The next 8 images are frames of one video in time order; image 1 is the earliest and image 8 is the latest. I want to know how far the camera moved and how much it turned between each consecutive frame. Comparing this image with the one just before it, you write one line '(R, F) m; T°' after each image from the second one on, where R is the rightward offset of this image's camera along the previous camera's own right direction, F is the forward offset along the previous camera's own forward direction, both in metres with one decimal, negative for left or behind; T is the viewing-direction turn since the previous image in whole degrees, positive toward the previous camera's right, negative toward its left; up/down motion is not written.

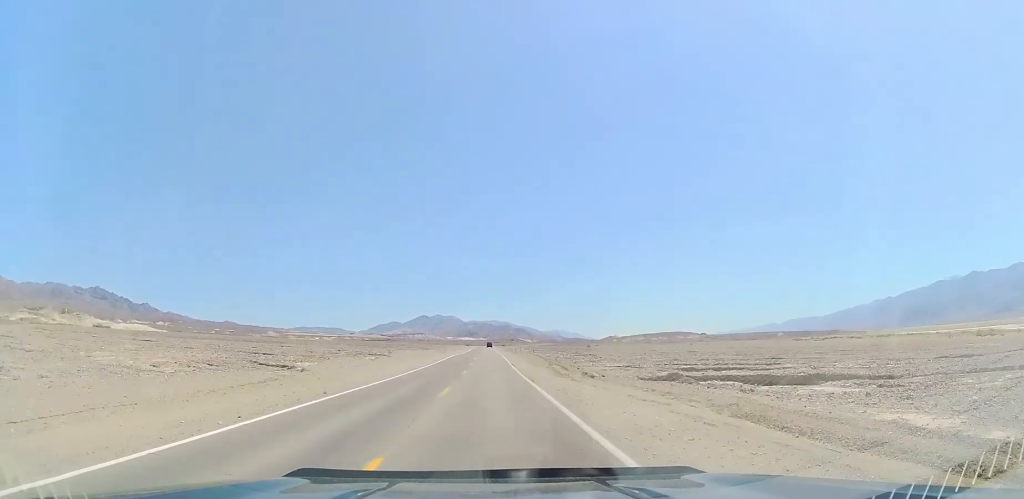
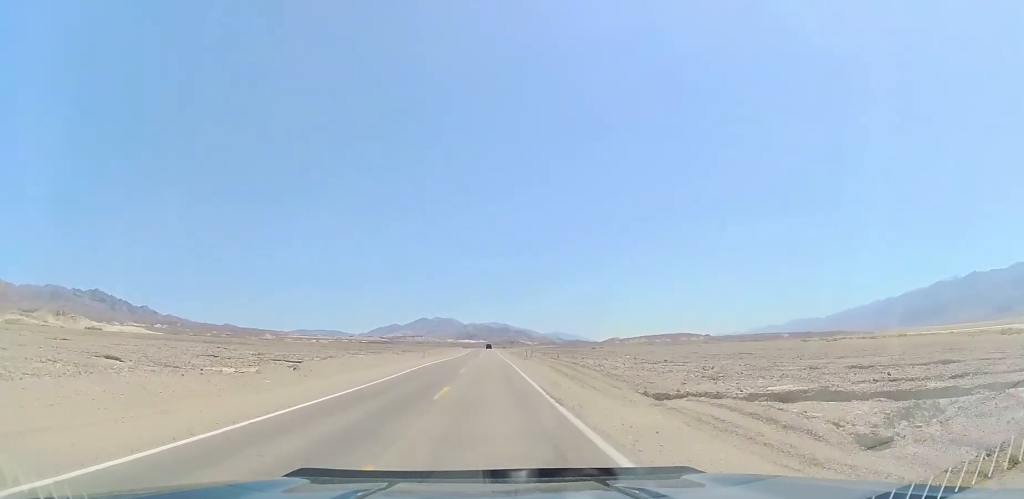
(+0.1, +30.0) m; 0°
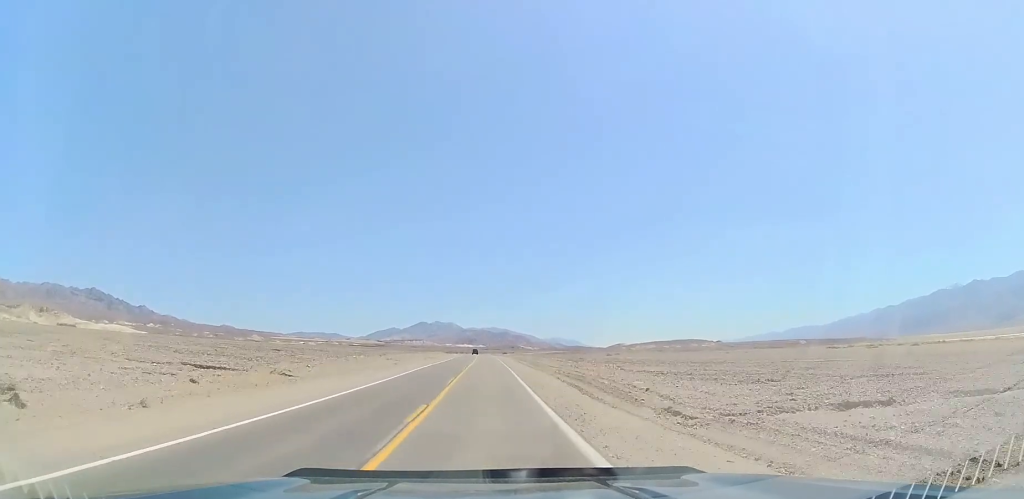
(-0.3, +92.3) m; 0°
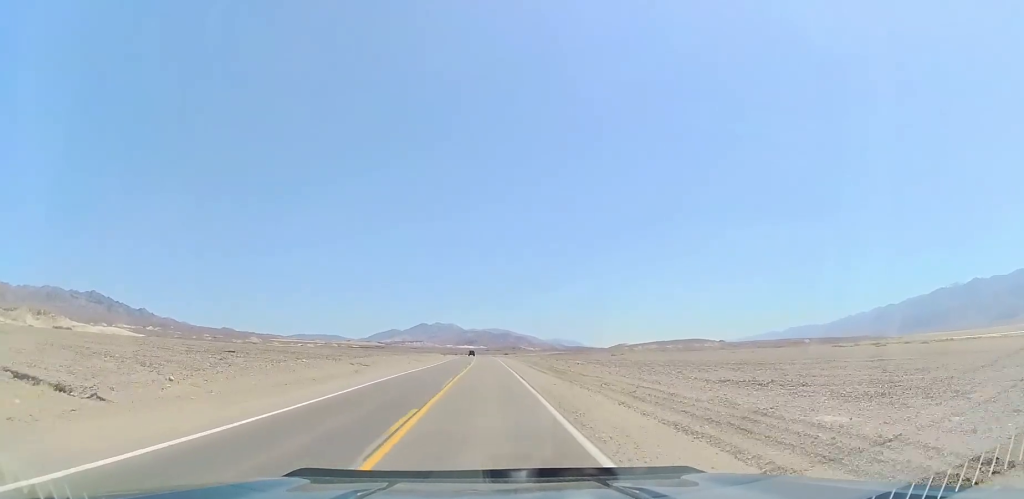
(0.0, +16.3) m; 0°
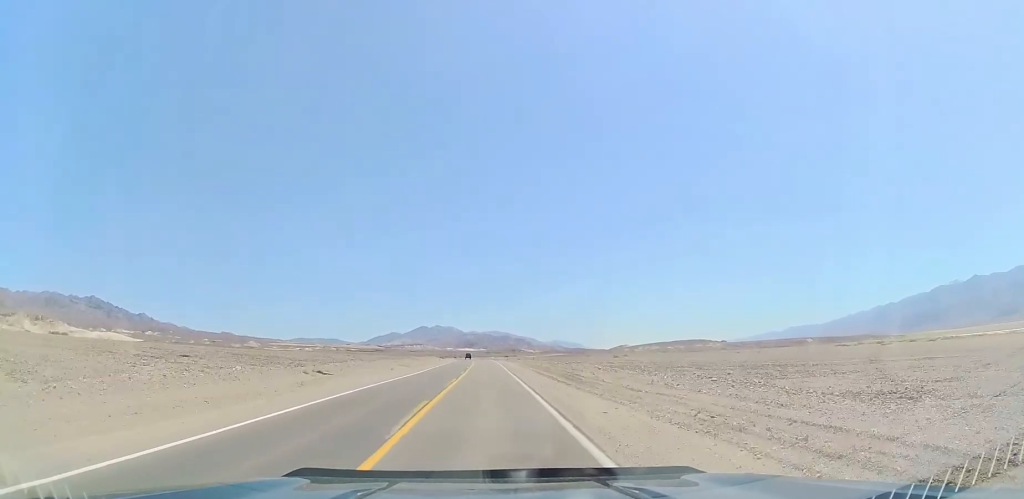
(+0.1, +11.5) m; 0°
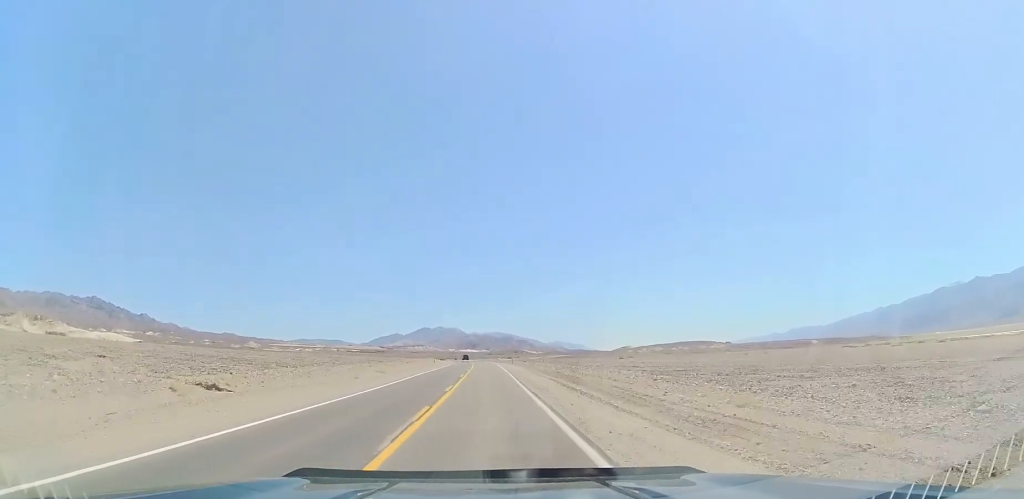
(+0.1, +15.4) m; 0°
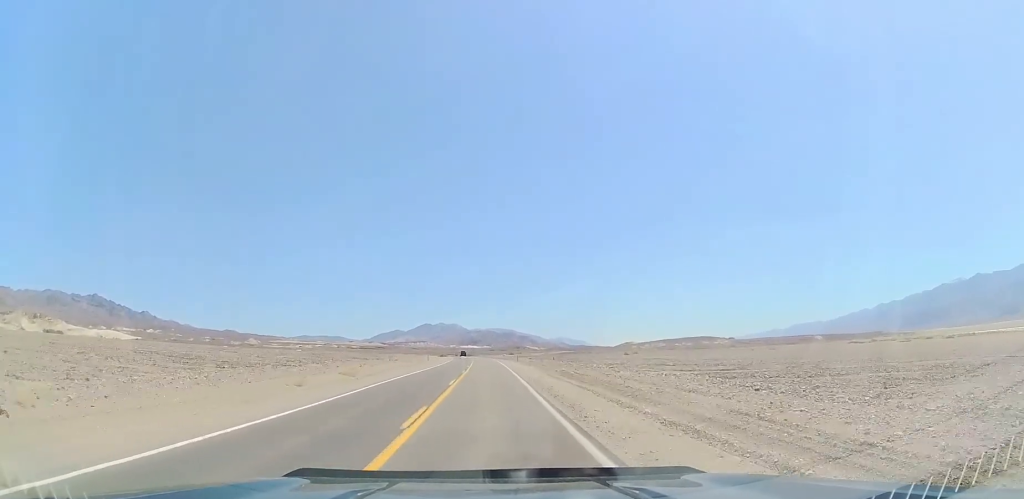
(-0.1, +12.5) m; 0°
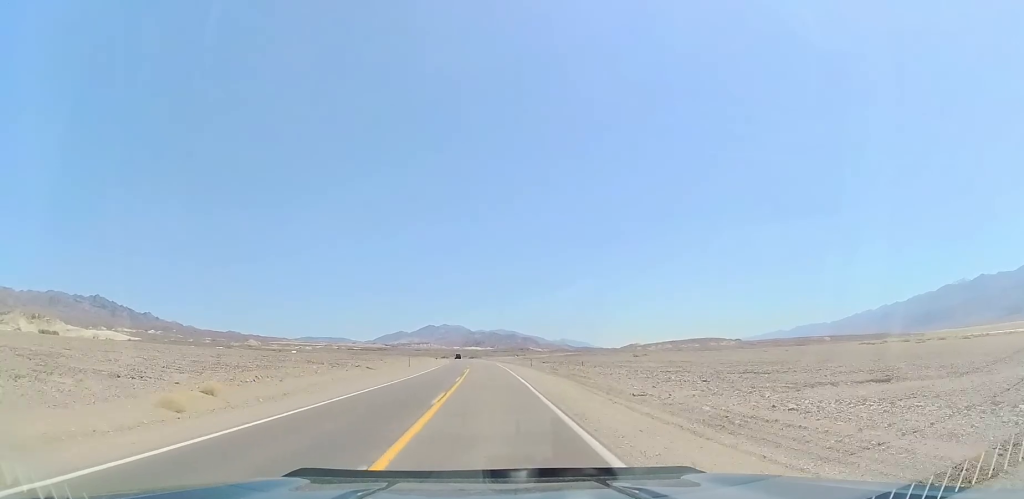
(-0.2, +23.0) m; 0°
